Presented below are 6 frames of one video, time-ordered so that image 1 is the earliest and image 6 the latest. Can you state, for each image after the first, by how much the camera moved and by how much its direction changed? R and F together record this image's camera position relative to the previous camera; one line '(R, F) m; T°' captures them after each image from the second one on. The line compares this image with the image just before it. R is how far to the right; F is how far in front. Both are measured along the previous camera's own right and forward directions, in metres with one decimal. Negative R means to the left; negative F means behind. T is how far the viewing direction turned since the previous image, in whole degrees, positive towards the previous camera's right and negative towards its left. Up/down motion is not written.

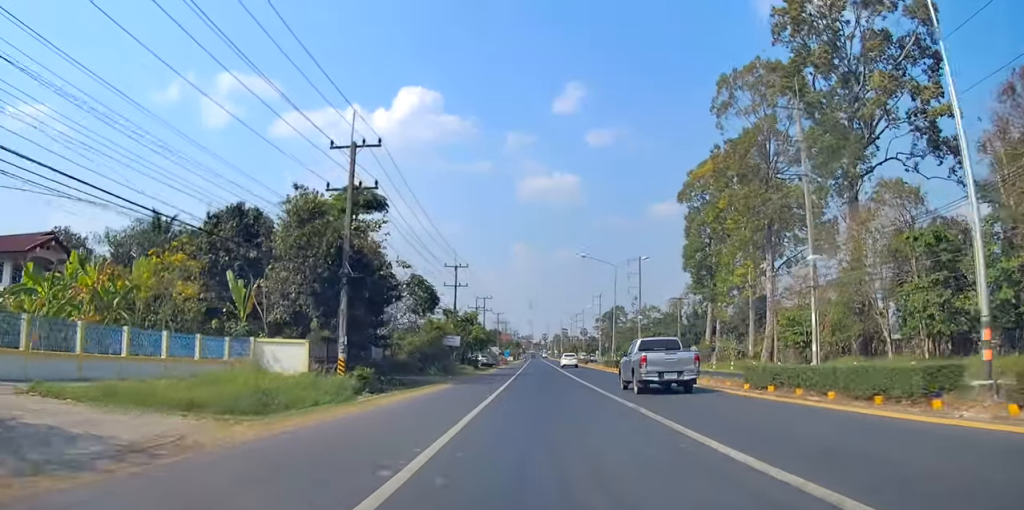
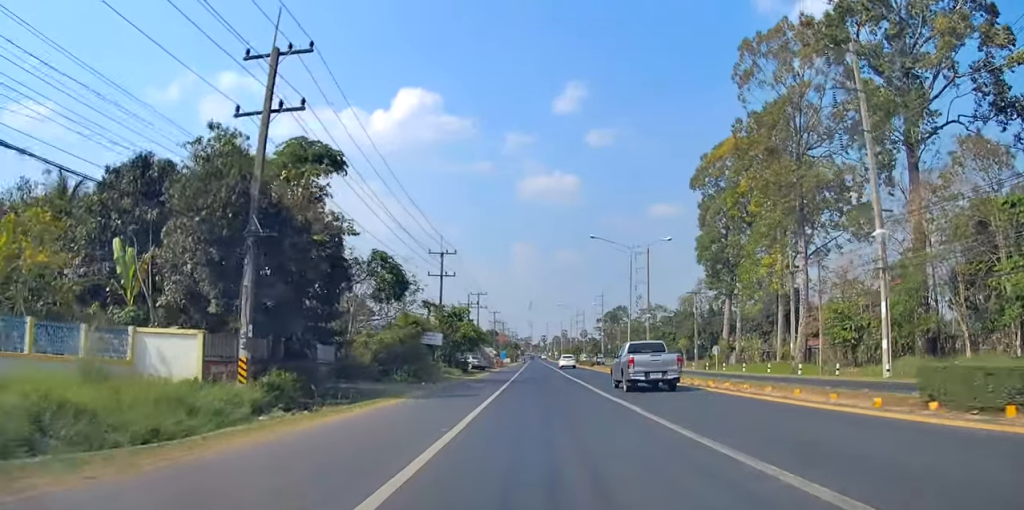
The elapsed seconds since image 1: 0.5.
(+0.2, +9.4) m; -1°
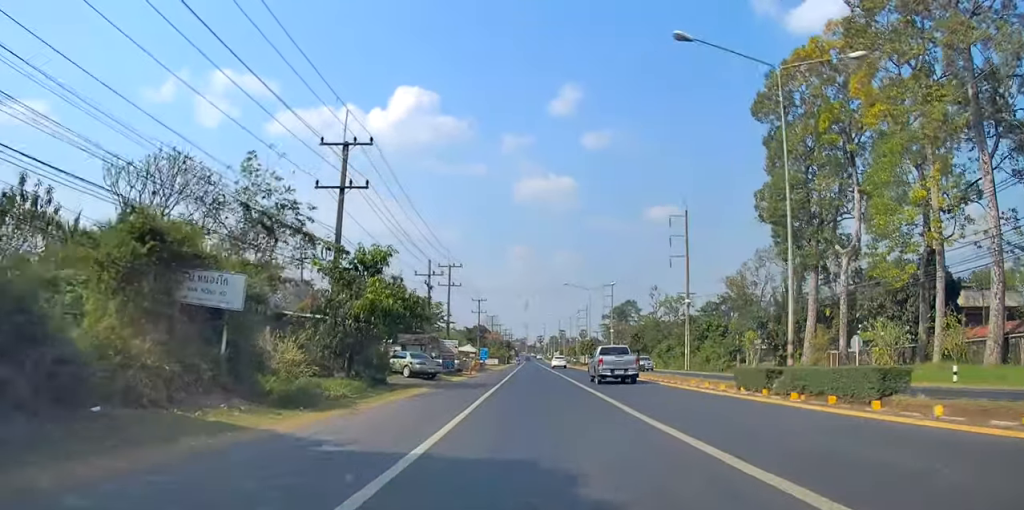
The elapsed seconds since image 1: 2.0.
(-0.2, +30.6) m; +2°
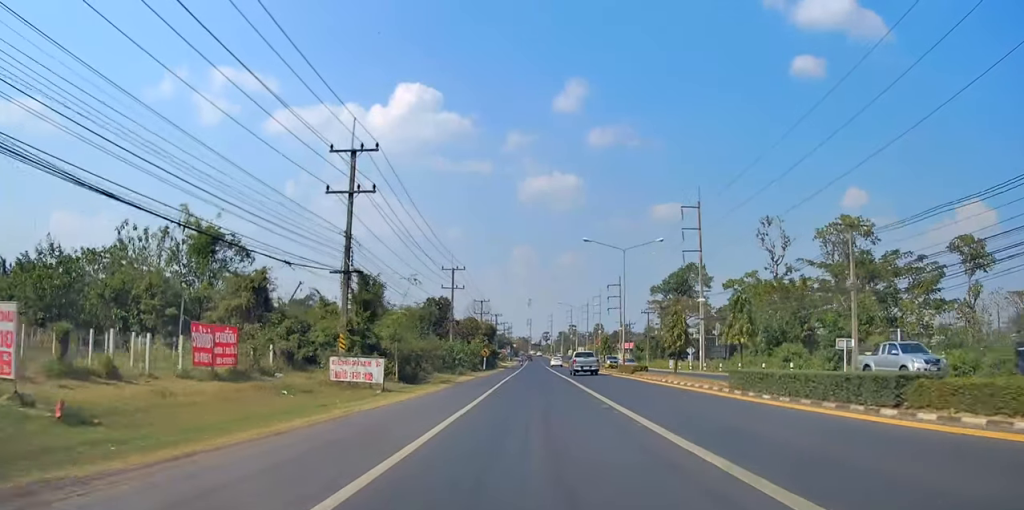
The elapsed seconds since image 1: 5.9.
(+1.1, +79.6) m; -1°
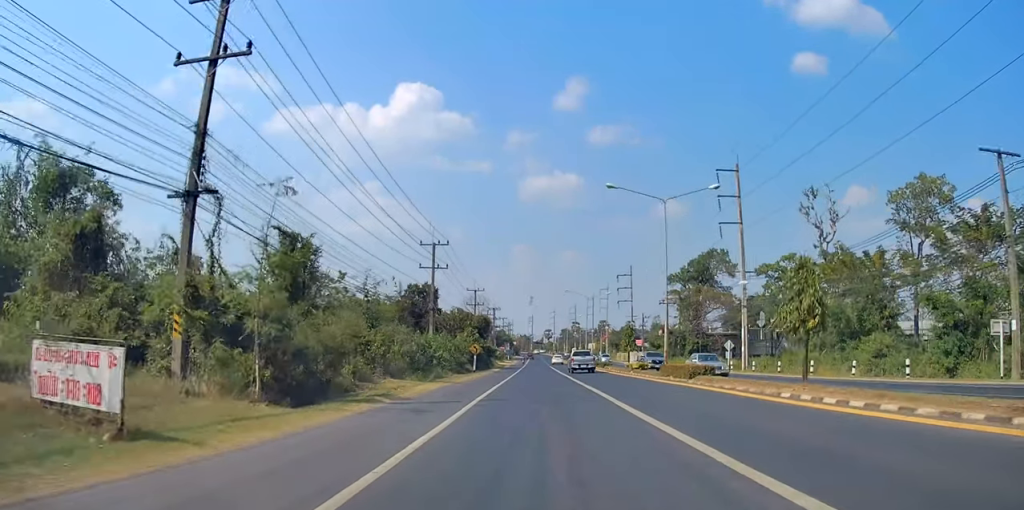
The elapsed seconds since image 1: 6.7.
(-0.4, +15.1) m; 0°
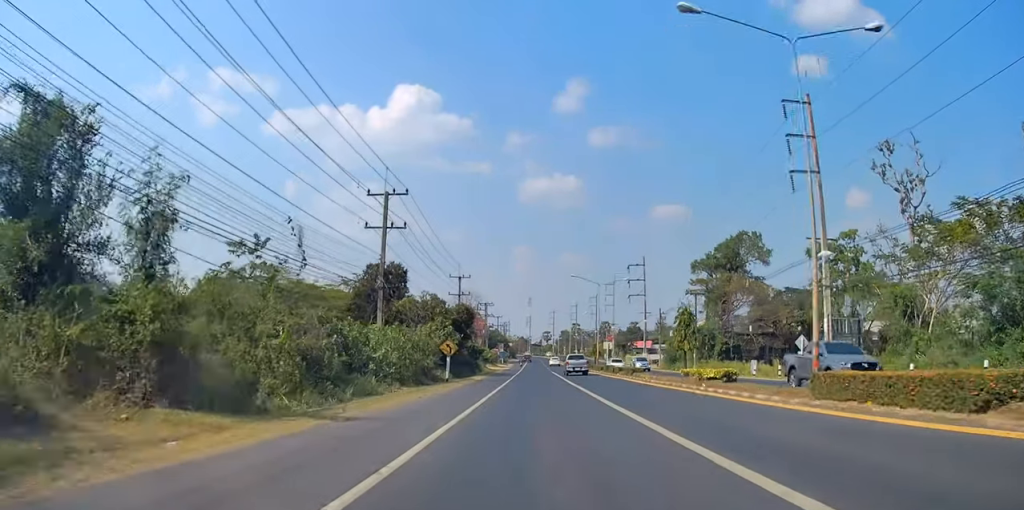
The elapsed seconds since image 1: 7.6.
(+0.7, +18.4) m; +2°
